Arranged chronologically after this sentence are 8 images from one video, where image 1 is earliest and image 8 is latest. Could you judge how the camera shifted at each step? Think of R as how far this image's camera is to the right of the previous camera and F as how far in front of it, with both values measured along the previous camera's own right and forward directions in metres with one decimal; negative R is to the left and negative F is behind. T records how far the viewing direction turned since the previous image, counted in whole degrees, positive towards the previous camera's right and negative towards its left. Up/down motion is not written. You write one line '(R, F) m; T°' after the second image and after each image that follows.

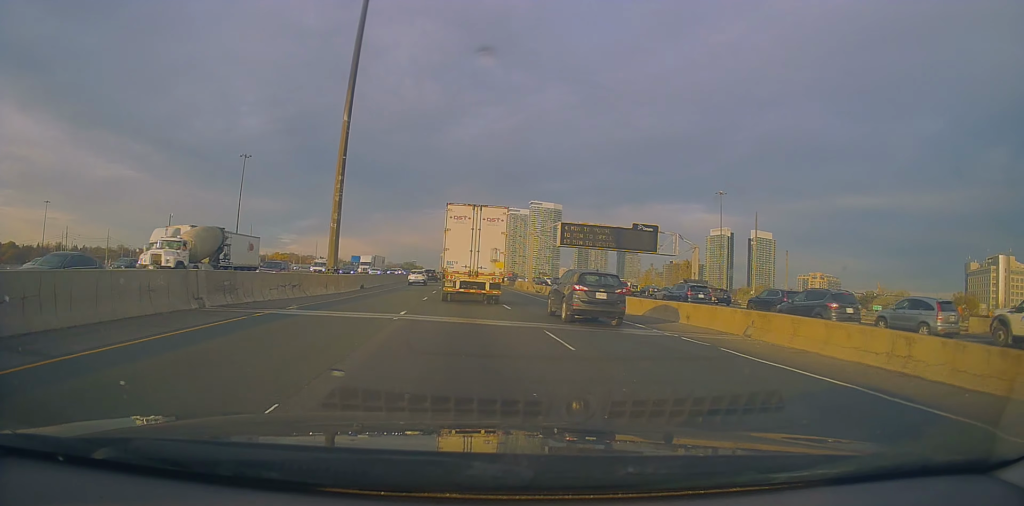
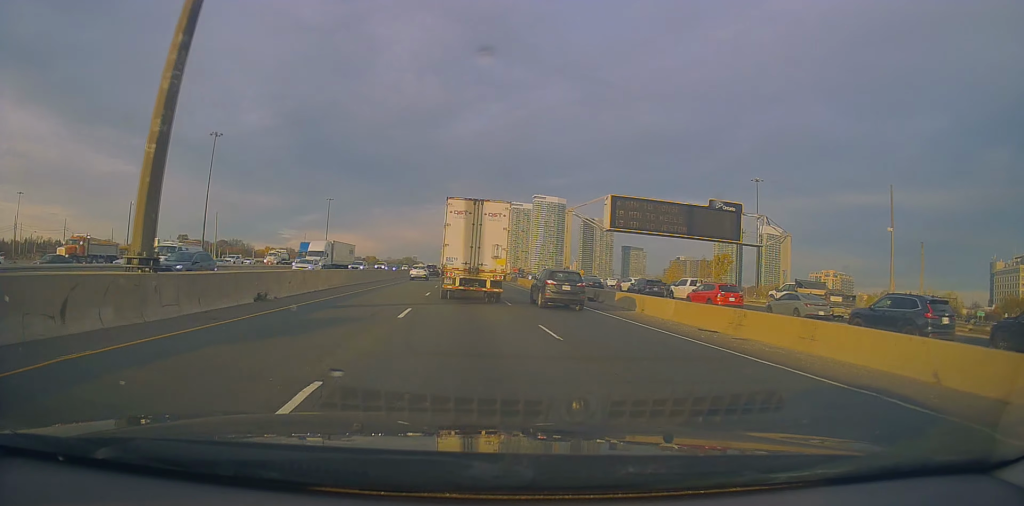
(+0.1, +23.5) m; 0°
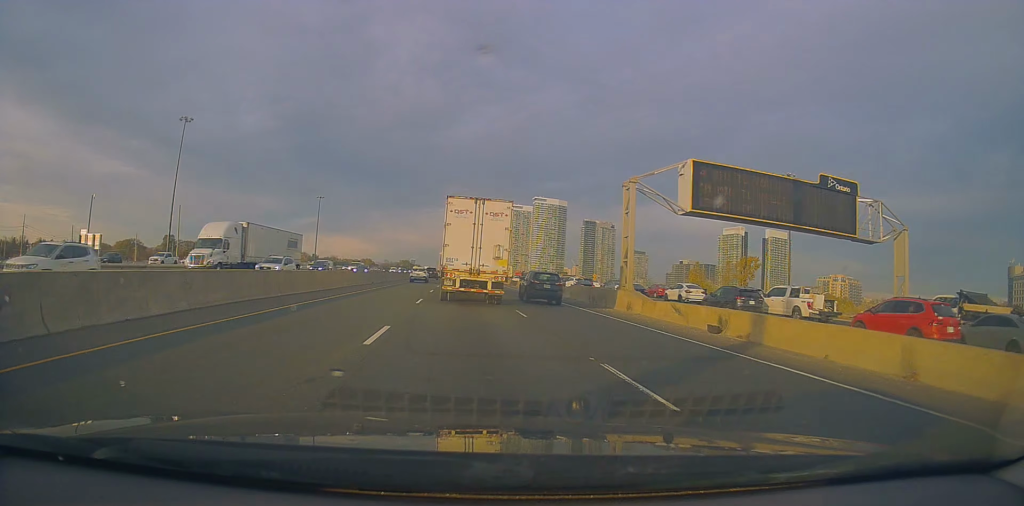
(-0.3, +18.5) m; 0°
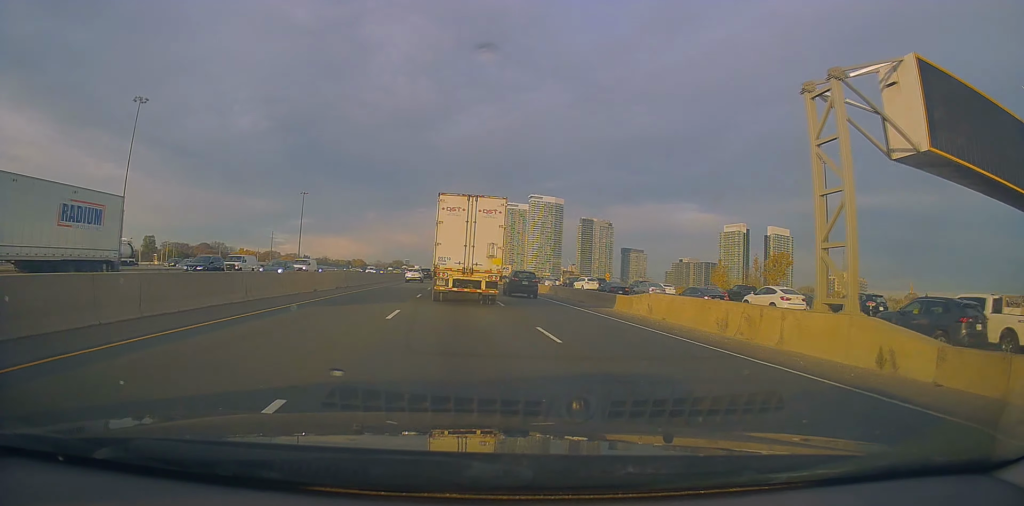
(+0.4, +19.3) m; +1°
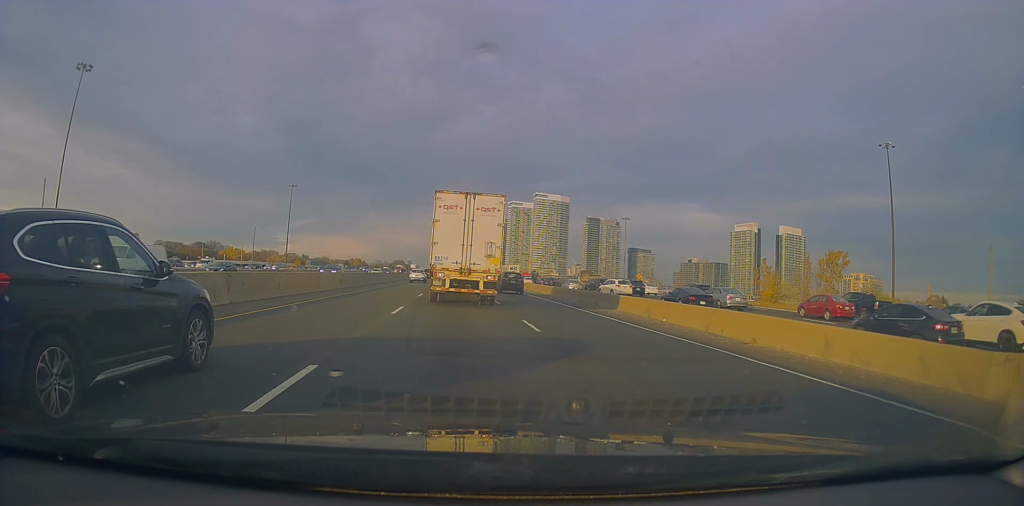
(0.0, +22.8) m; -1°
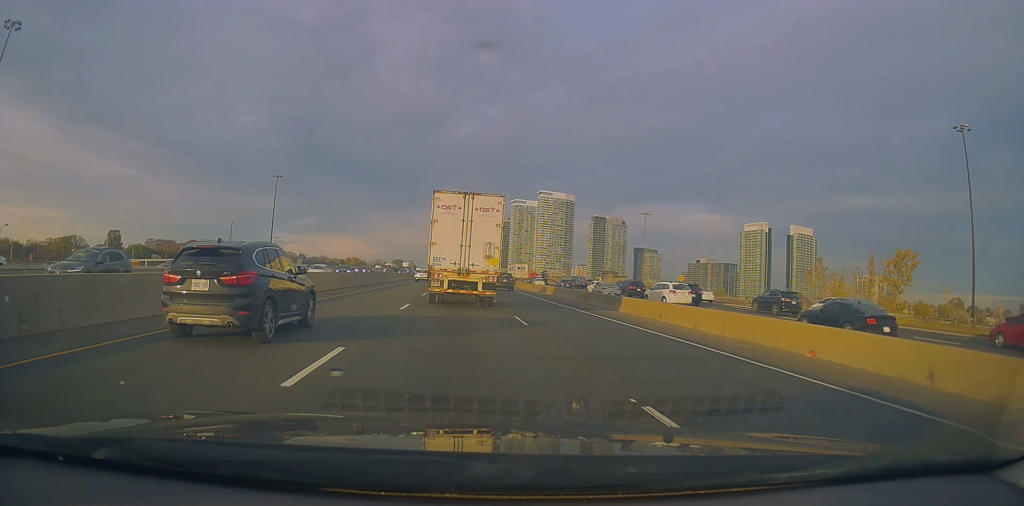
(-0.5, +22.5) m; 0°
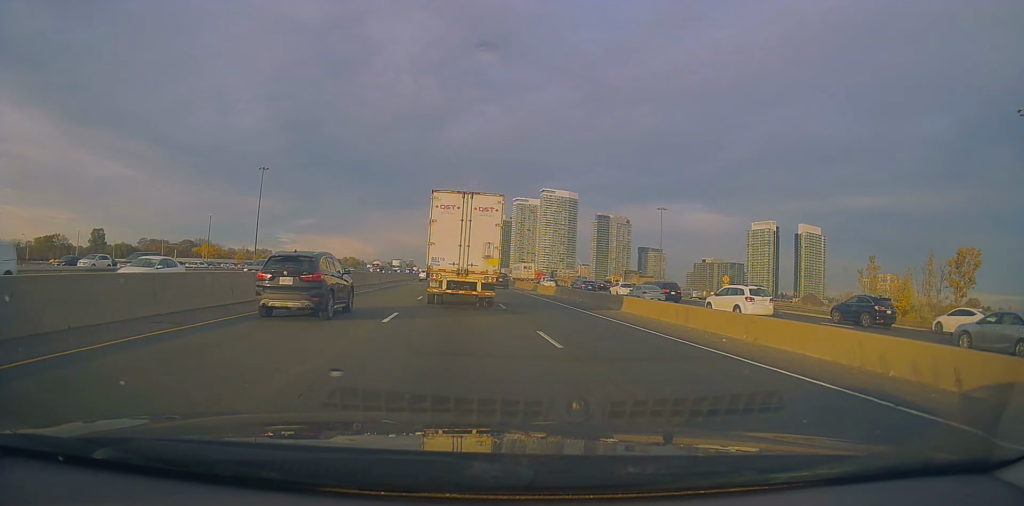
(+0.3, +16.8) m; +1°
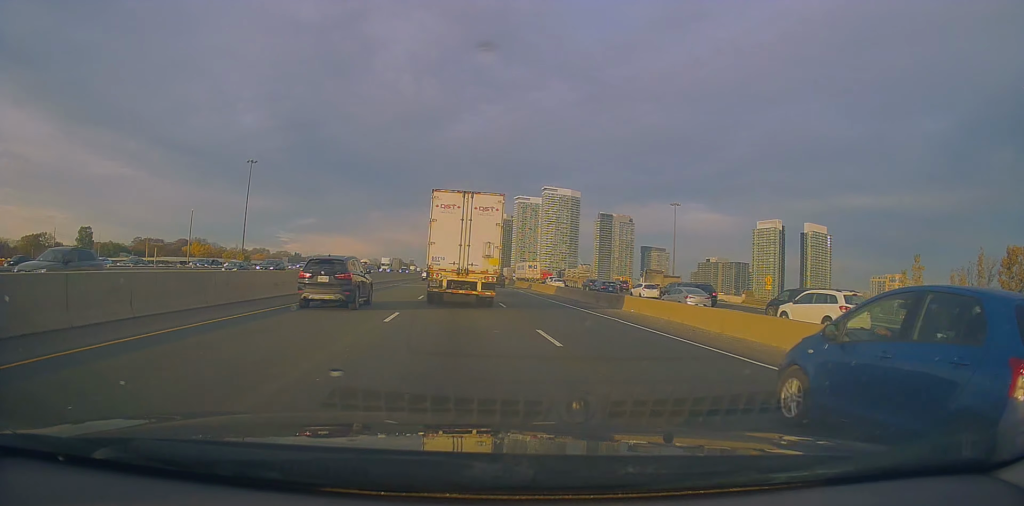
(+0.1, +12.2) m; 0°
